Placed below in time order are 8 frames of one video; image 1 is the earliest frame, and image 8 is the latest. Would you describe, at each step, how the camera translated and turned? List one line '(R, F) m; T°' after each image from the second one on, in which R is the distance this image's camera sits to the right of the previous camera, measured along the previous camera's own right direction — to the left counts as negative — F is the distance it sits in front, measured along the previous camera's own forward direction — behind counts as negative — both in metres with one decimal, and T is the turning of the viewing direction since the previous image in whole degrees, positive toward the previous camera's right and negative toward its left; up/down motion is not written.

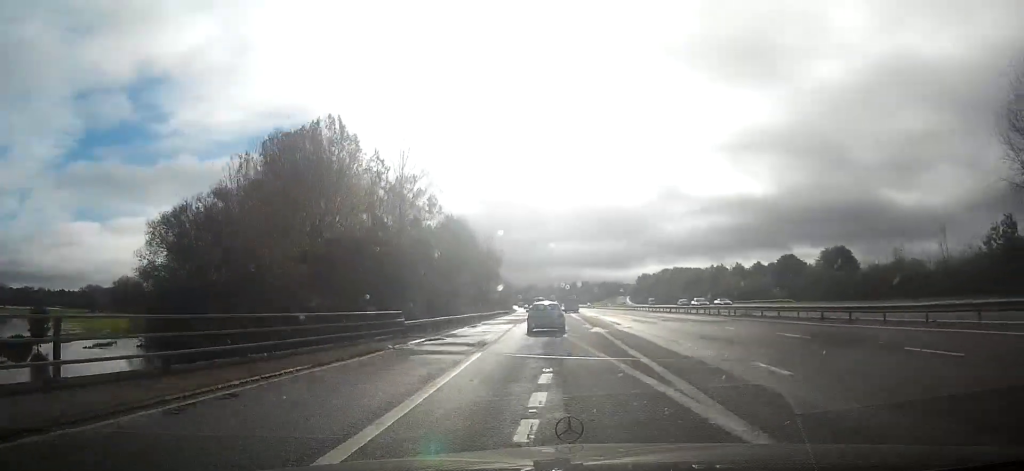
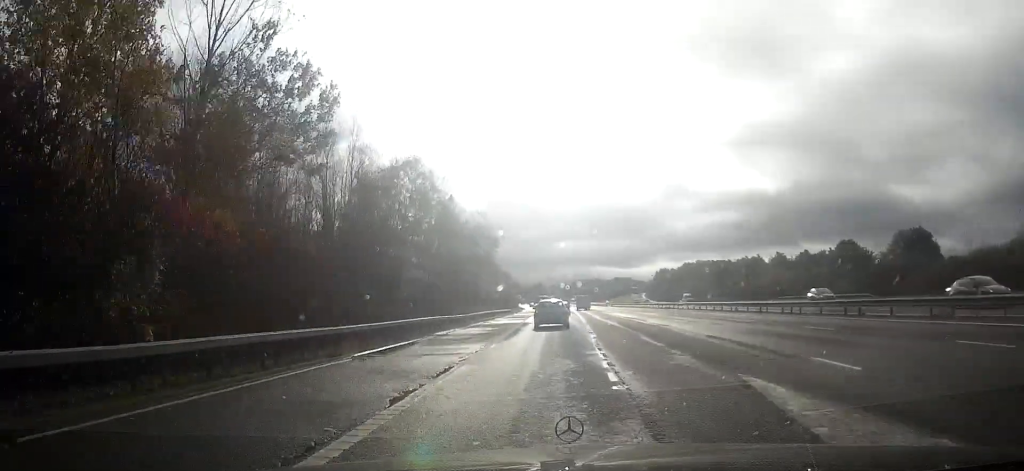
(0.0, +24.9) m; -1°
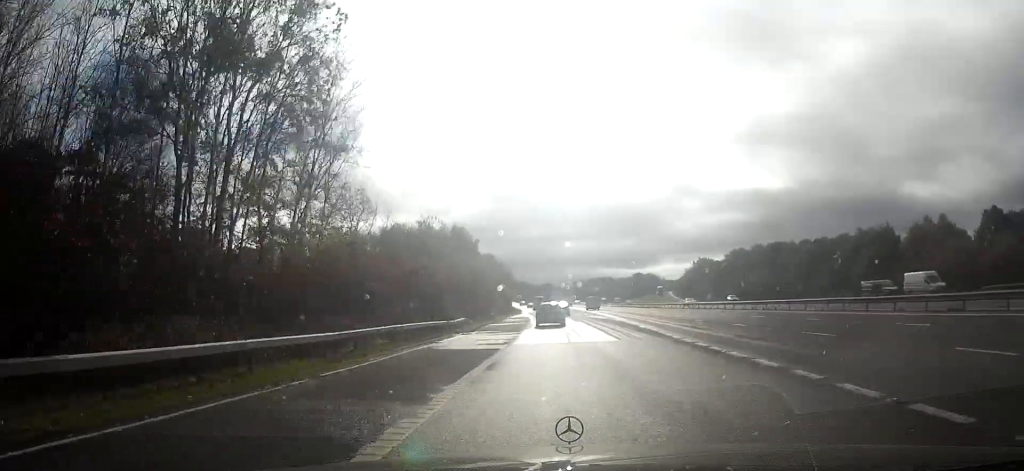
(-1.2, +63.7) m; -1°
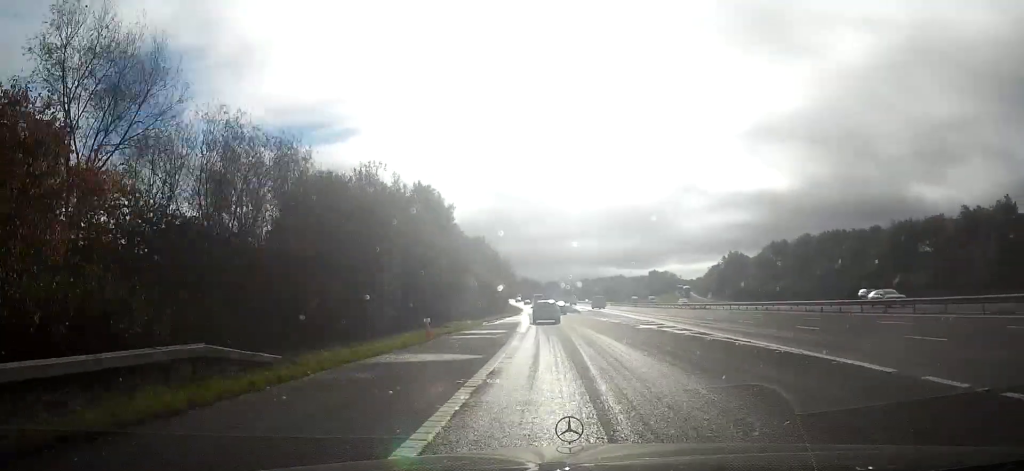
(+0.3, +31.9) m; 0°
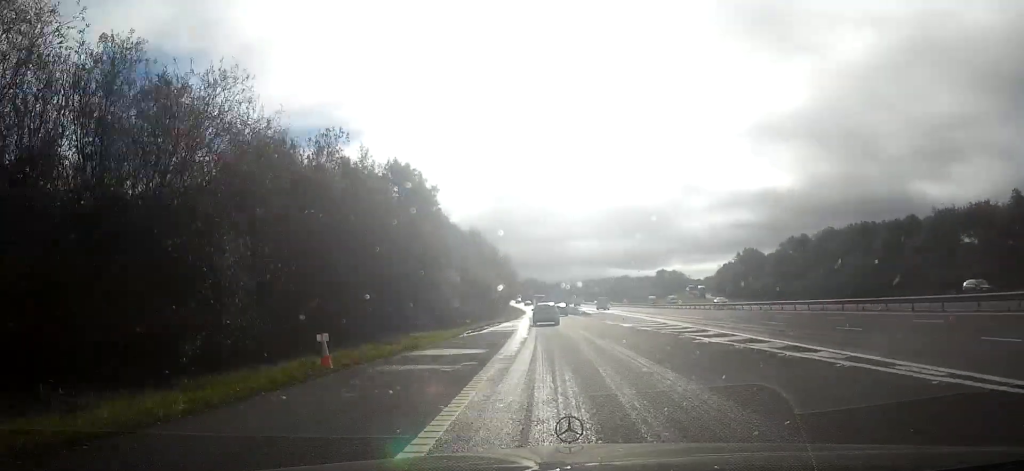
(-0.1, +11.6) m; -1°
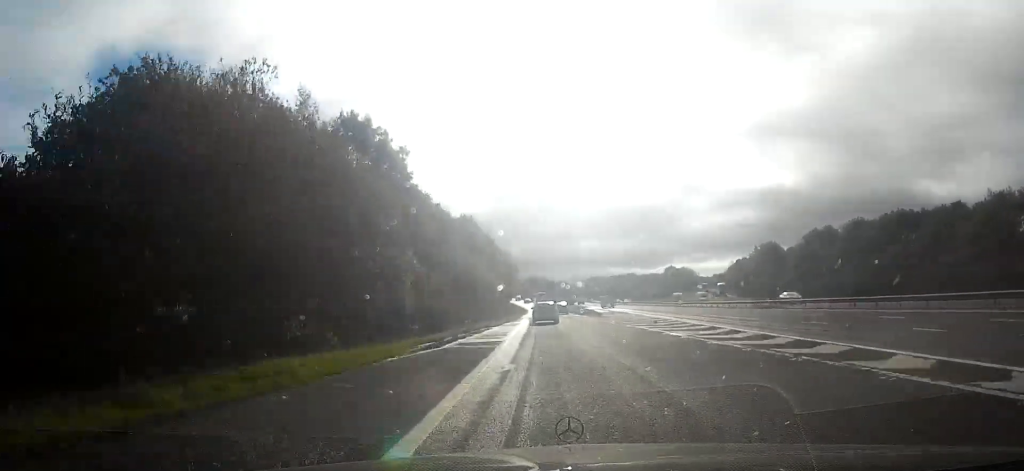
(-0.1, +13.1) m; -1°
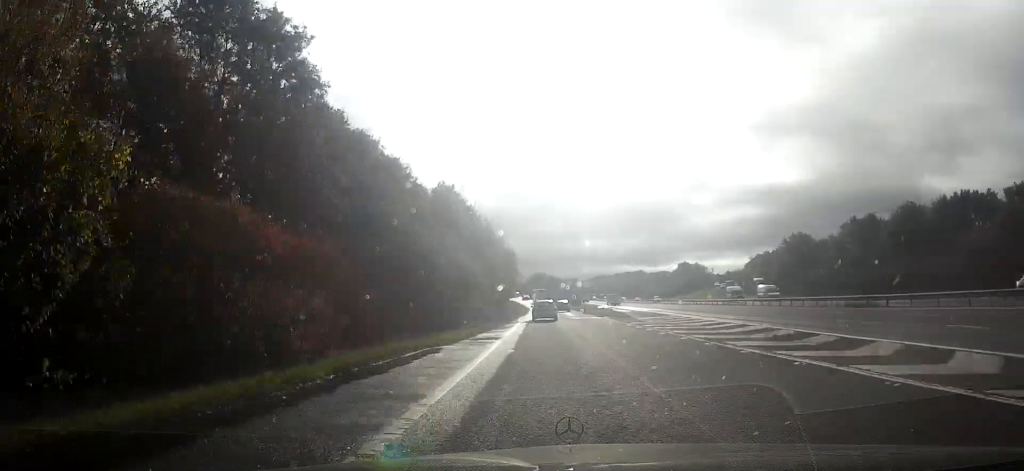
(-0.1, +18.5) m; -1°
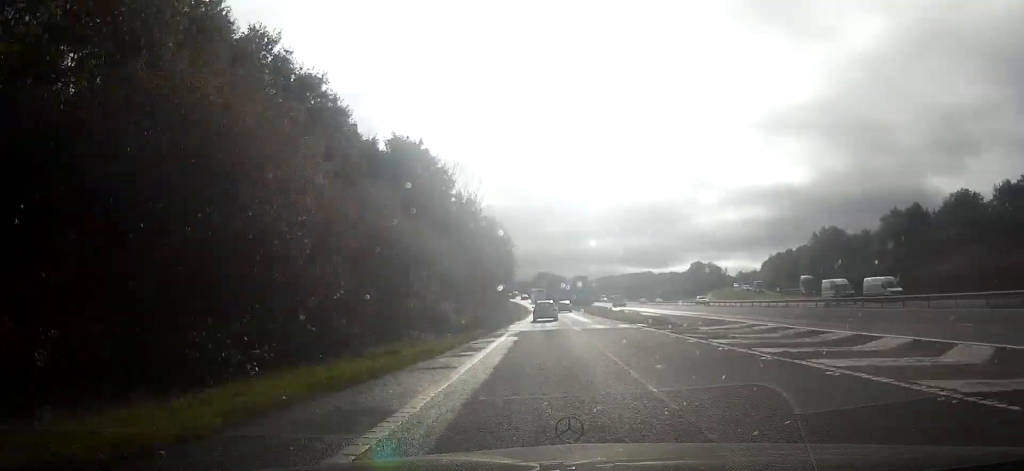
(-0.2, +16.2) m; 0°
